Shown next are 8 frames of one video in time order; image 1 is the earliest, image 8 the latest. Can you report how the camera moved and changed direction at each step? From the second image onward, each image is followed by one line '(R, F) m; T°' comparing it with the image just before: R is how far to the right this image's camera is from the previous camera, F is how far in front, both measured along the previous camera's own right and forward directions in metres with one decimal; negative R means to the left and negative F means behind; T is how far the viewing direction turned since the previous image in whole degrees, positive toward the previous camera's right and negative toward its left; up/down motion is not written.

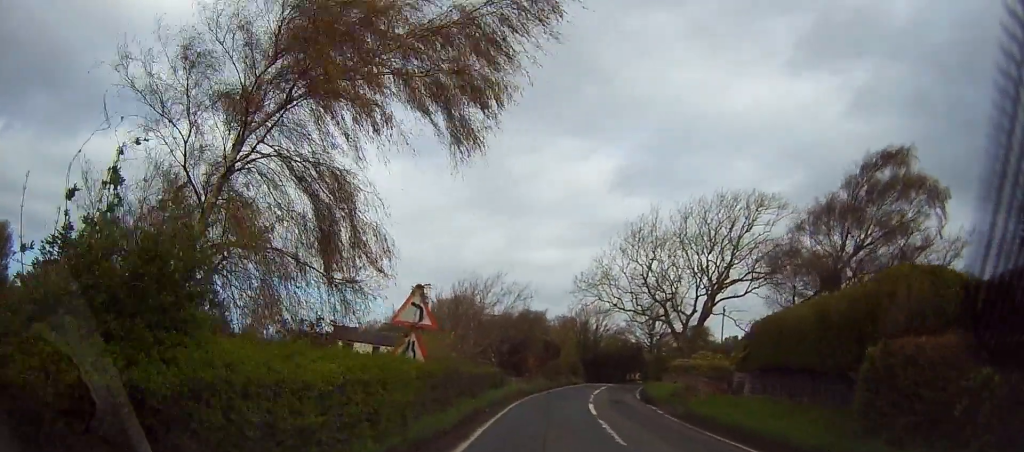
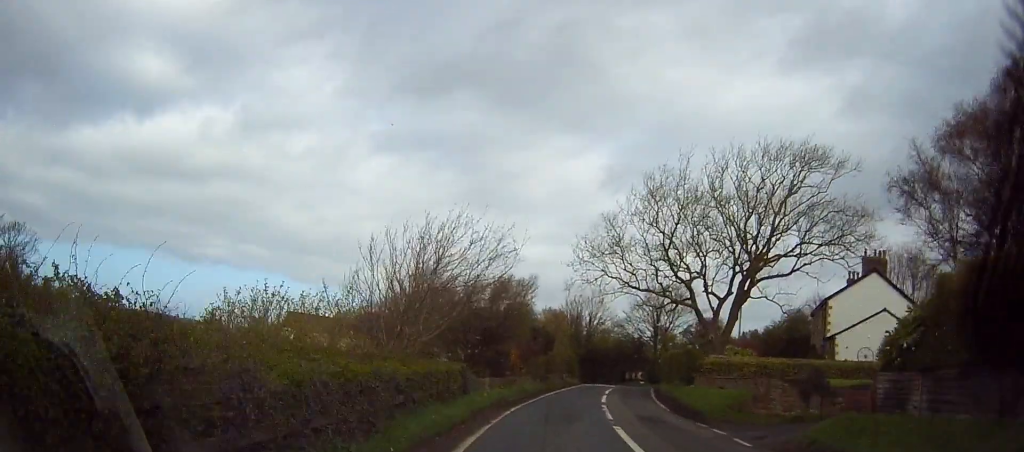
(+0.2, +11.4) m; +3°
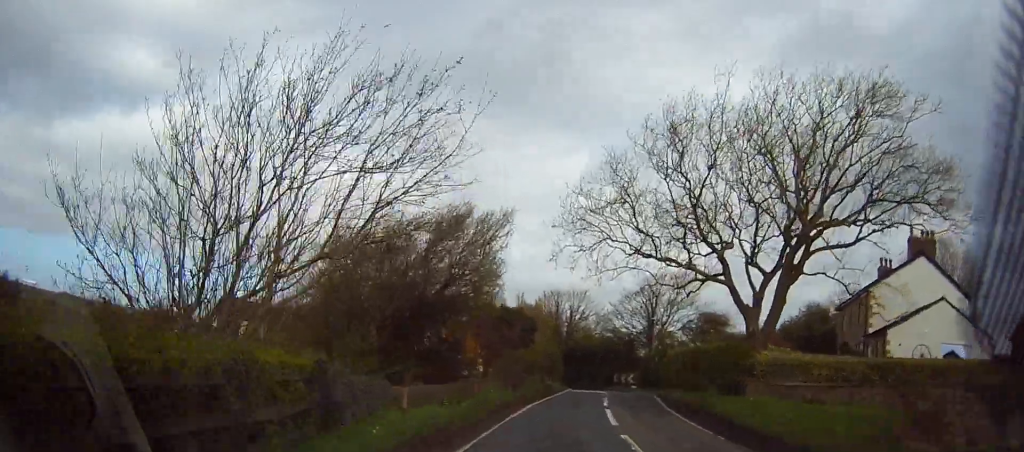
(+0.3, +10.5) m; +3°
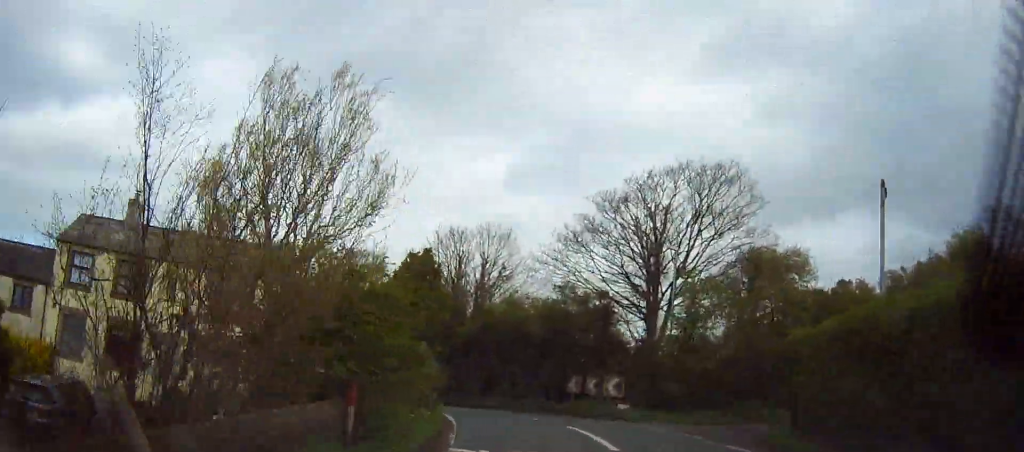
(+1.2, +31.7) m; 0°
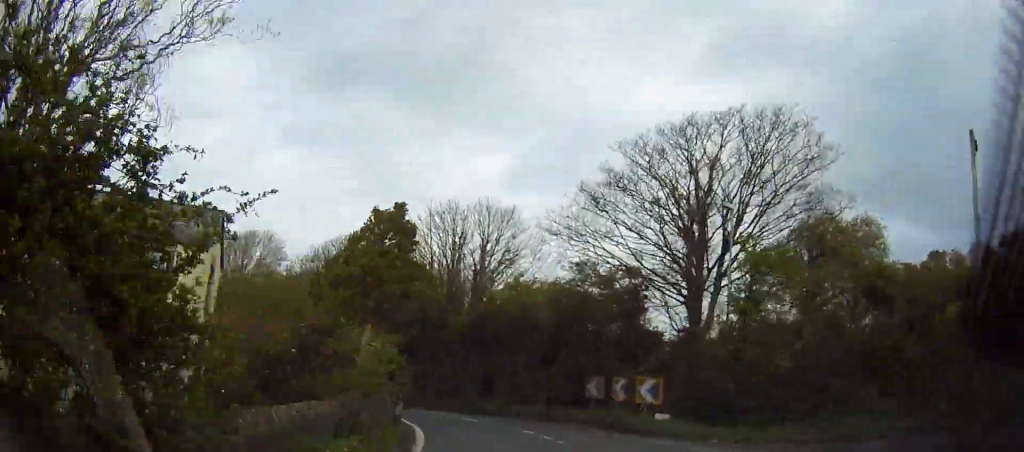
(+0.1, +6.3) m; -3°
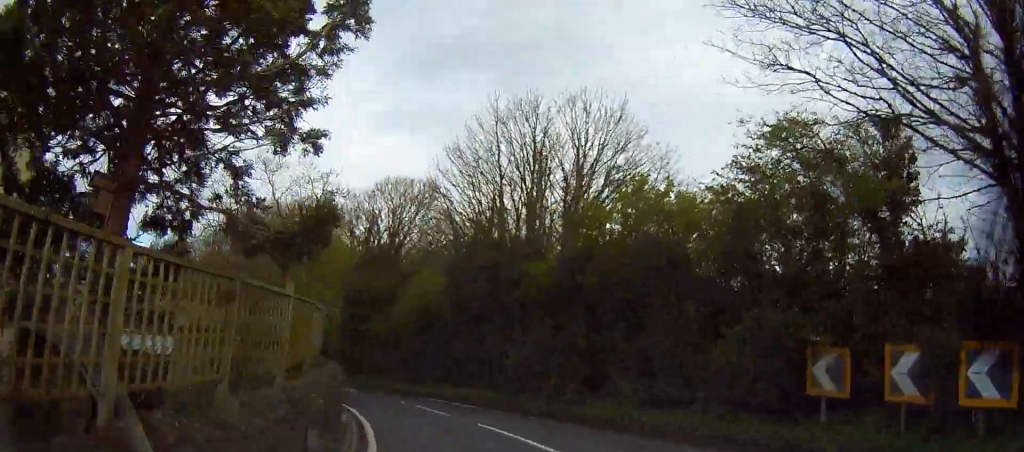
(-1.0, +13.0) m; -12°
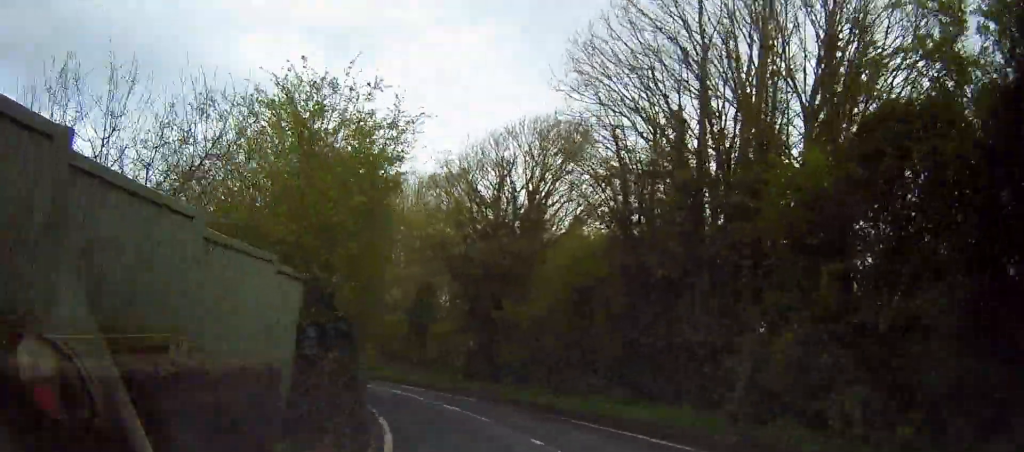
(-1.4, +11.0) m; -11°
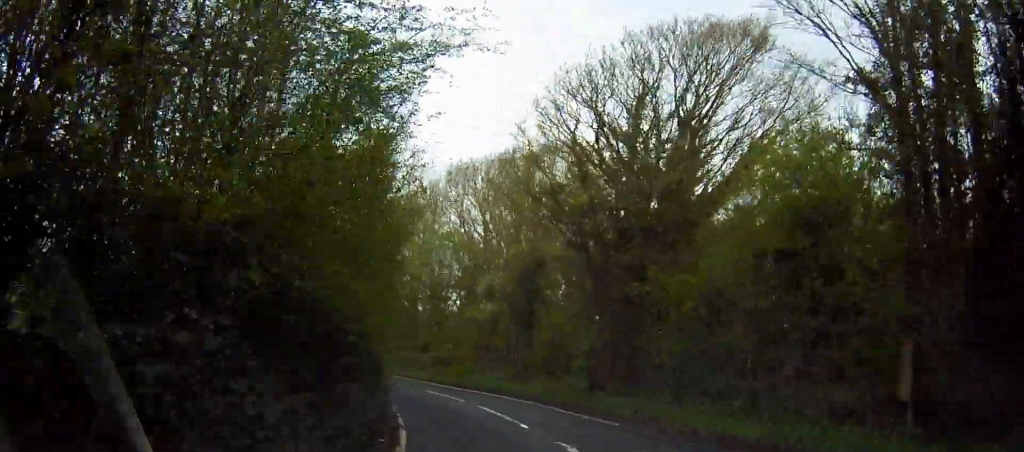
(-0.7, +9.9) m; -8°
